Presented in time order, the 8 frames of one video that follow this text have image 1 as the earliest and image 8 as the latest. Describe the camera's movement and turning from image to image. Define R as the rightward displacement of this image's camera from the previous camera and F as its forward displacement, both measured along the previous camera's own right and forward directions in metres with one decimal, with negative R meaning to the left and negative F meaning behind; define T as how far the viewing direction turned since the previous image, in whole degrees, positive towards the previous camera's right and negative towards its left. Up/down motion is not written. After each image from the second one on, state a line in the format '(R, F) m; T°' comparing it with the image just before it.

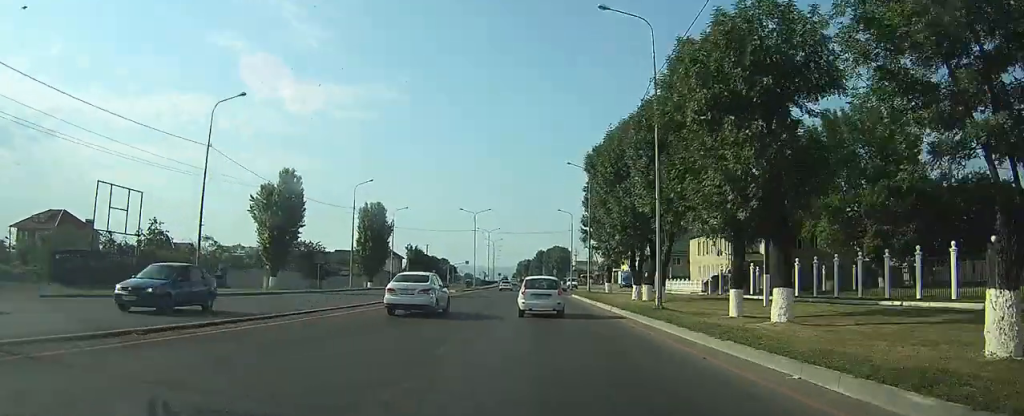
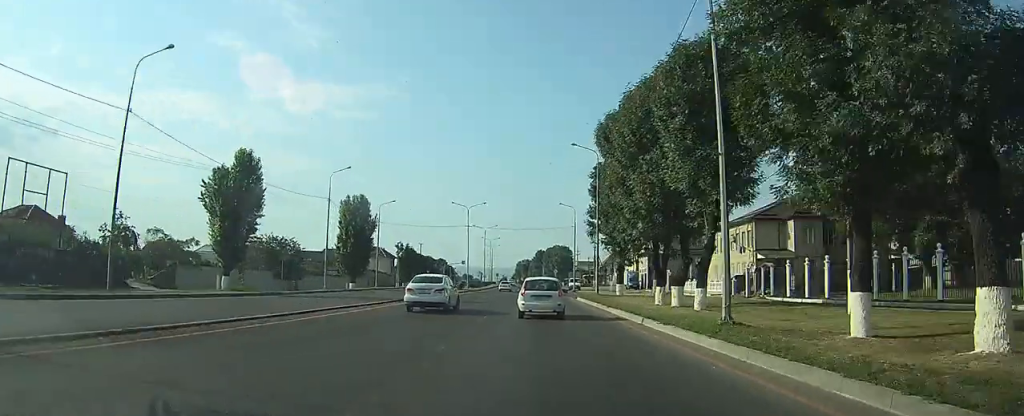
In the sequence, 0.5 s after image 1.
(0.0, +8.3) m; 0°
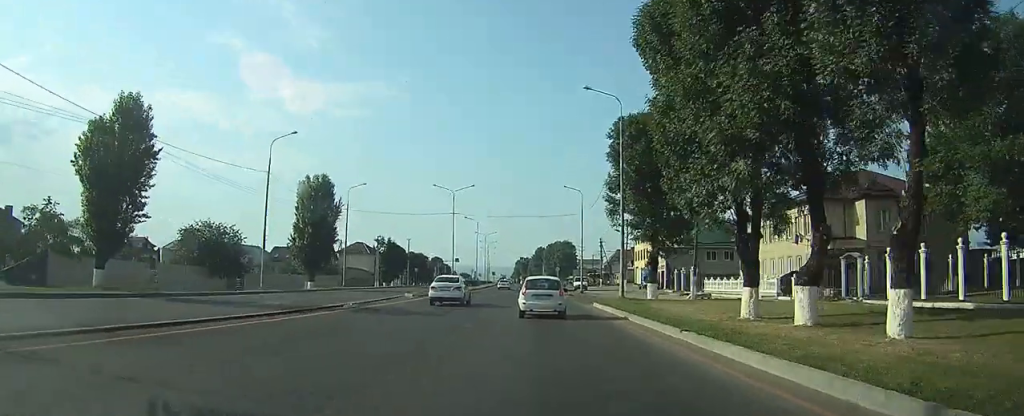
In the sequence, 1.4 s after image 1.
(0.0, +14.2) m; 0°
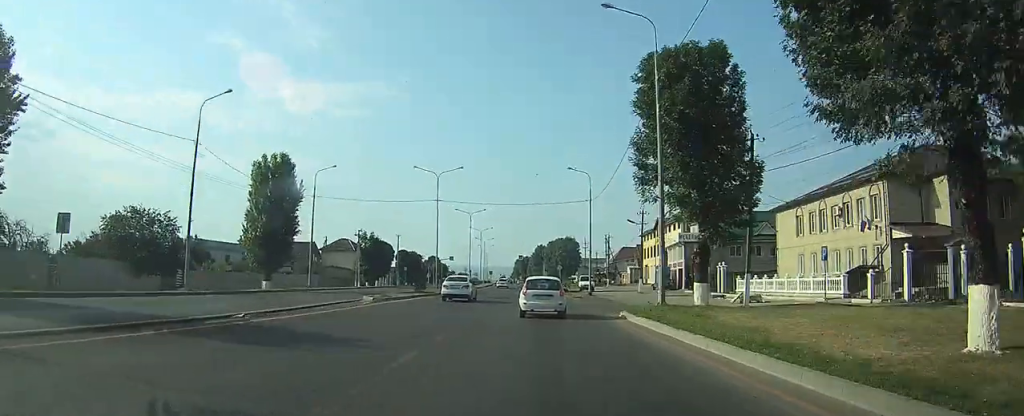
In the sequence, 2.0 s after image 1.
(0.0, +10.9) m; 0°
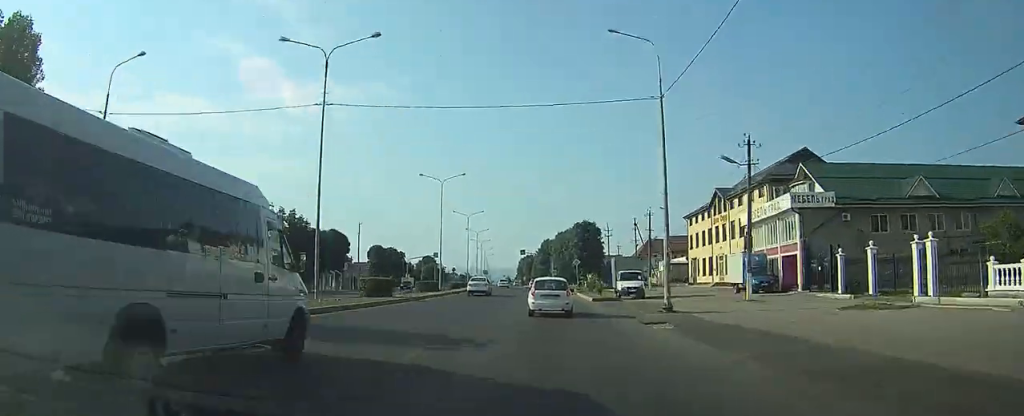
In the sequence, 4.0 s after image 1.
(-0.1, +32.6) m; -1°
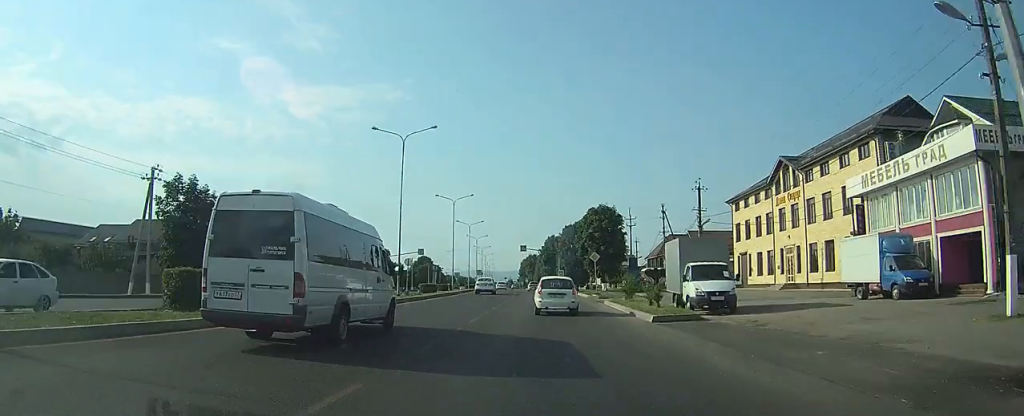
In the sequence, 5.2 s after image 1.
(-0.1, +19.3) m; 0°
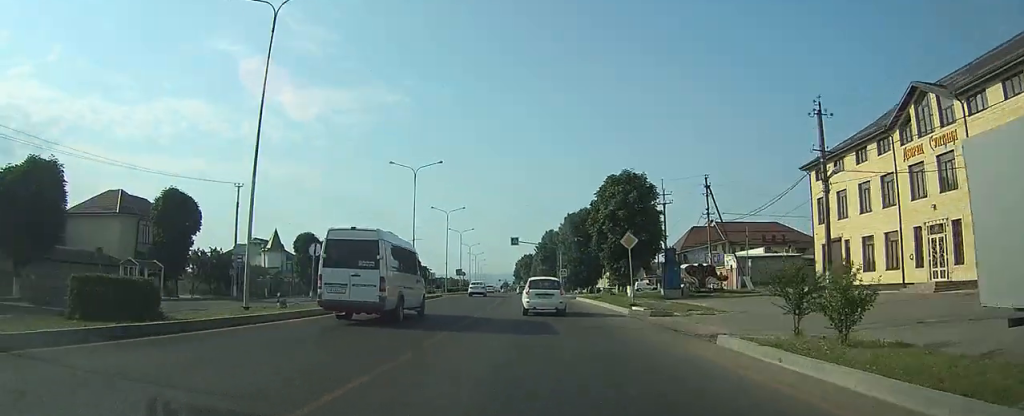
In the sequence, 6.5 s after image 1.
(-0.1, +21.8) m; 0°
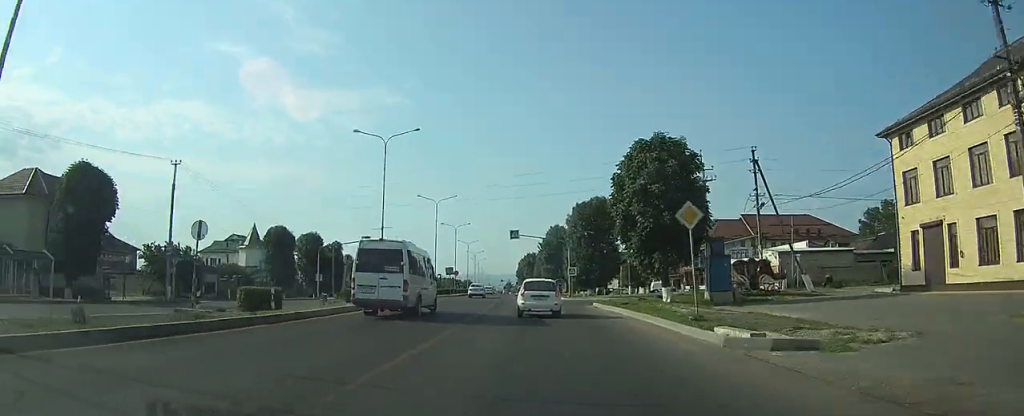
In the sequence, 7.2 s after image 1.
(0.0, +11.8) m; 0°
